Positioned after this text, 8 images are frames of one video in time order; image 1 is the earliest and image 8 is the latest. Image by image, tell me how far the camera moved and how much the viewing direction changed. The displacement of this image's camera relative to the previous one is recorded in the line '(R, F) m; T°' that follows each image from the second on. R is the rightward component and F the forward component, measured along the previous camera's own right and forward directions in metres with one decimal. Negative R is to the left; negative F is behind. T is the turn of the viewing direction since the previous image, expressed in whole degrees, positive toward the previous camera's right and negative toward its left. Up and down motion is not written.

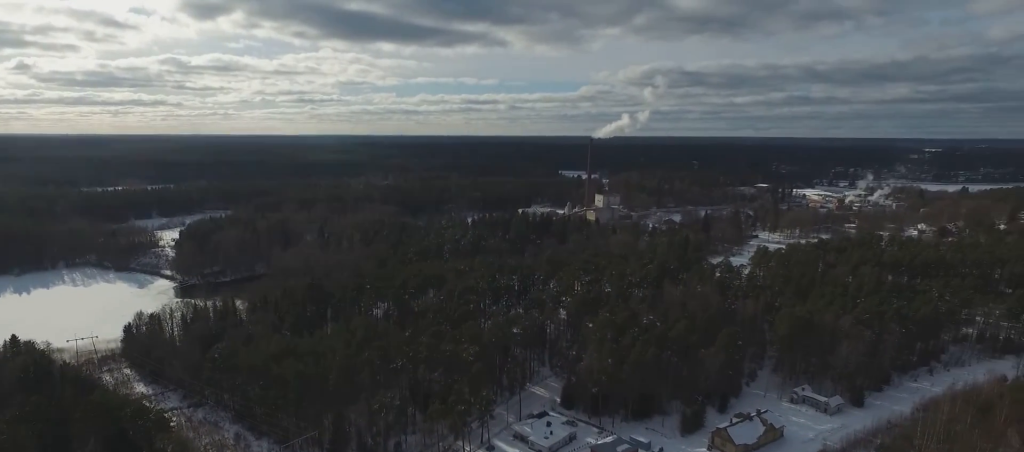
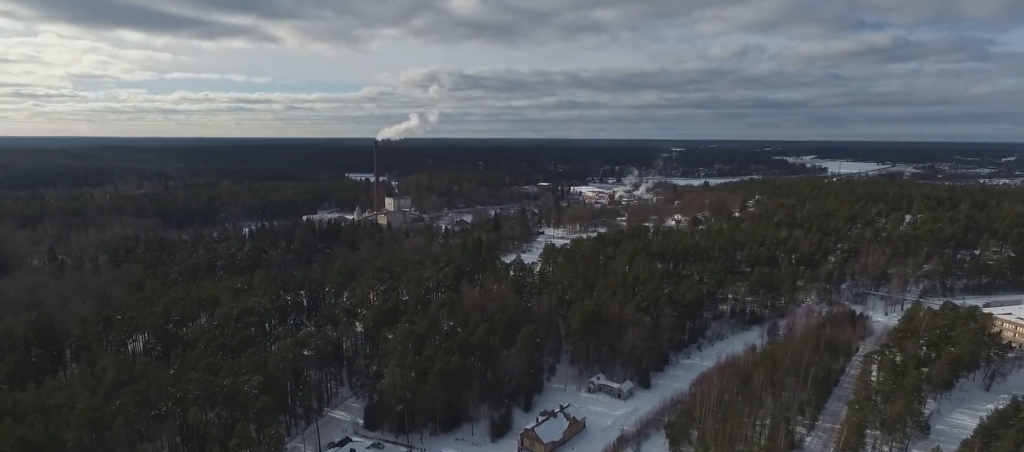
(+0.7, +9.8) m; +7°
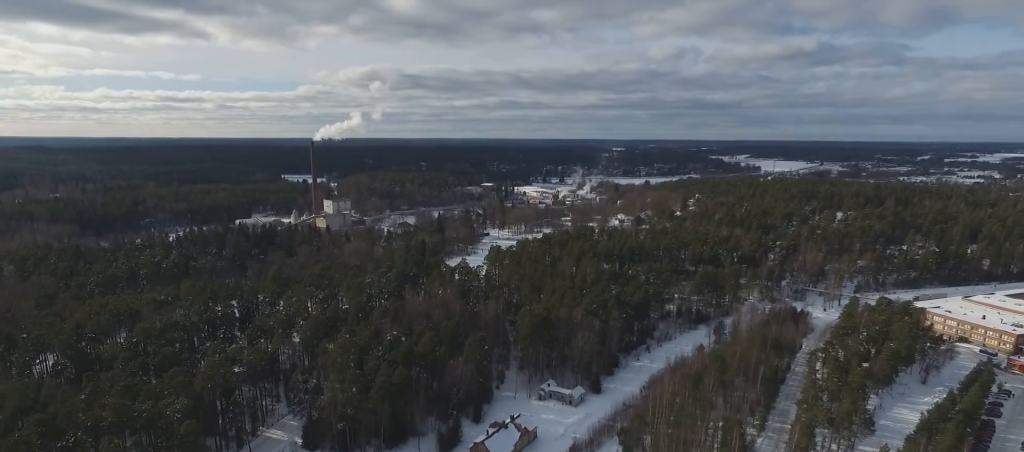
(+0.4, +8.4) m; +4°
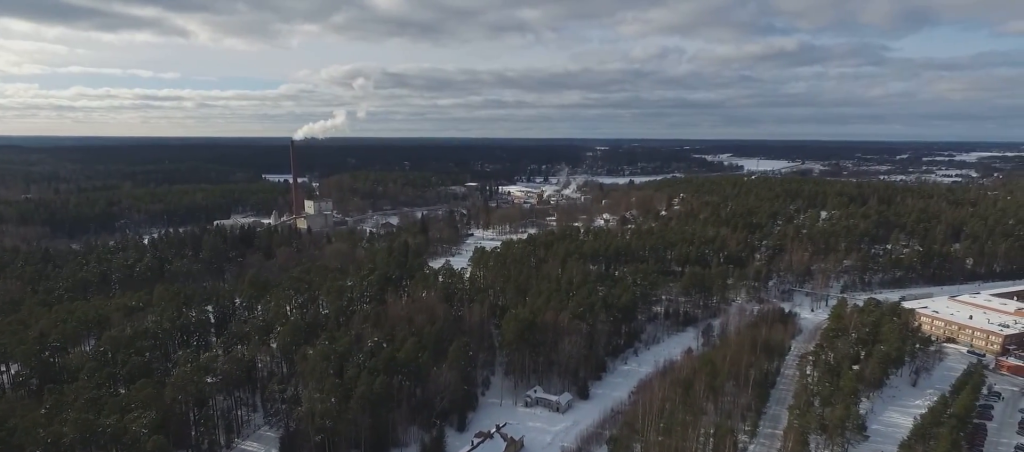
(+0.1, +6.8) m; +1°
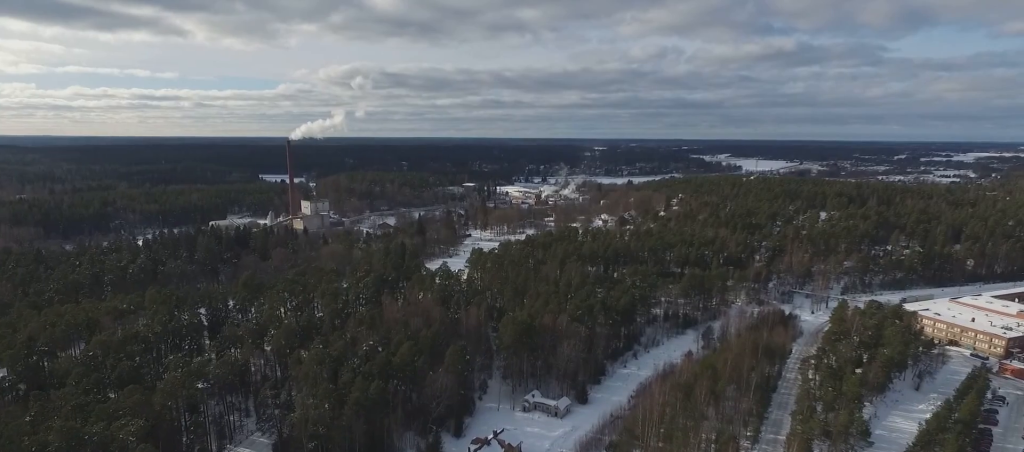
(0.0, +3.9) m; +1°
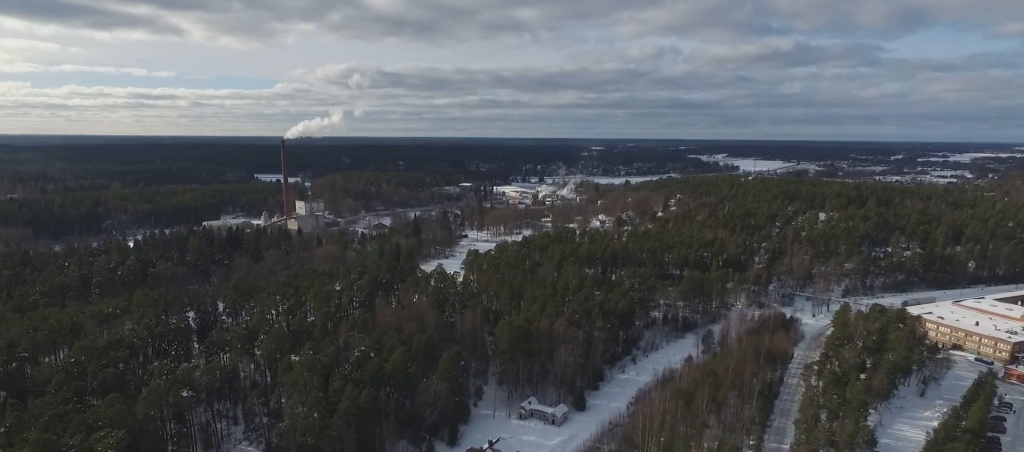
(+0.1, +6.0) m; +1°
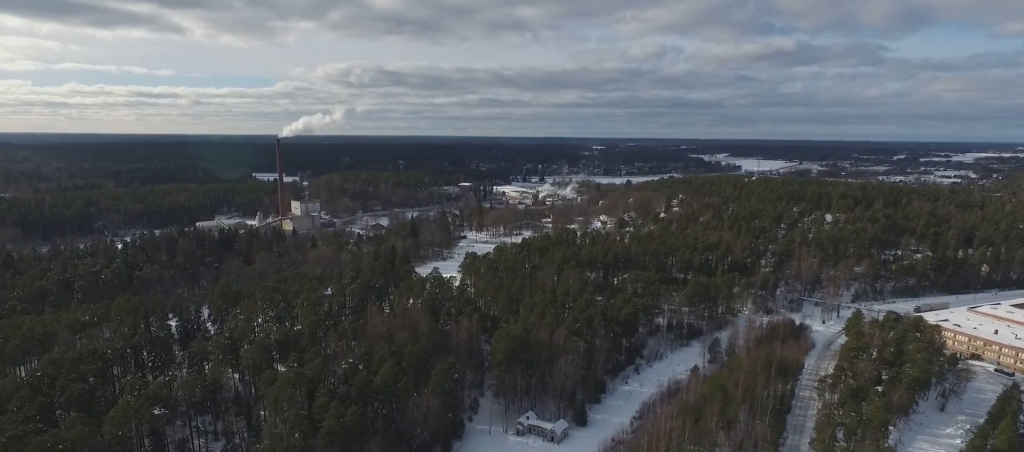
(+0.1, +12.3) m; +1°
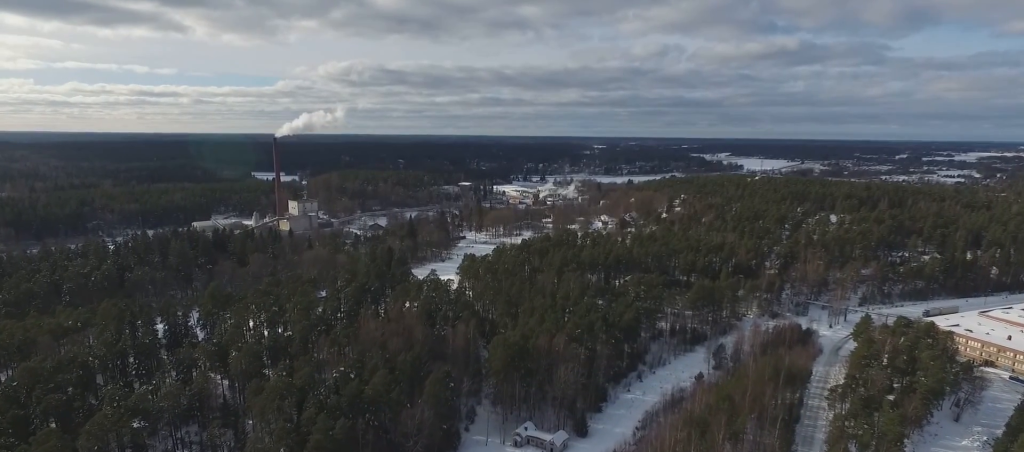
(0.0, +7.7) m; 0°
